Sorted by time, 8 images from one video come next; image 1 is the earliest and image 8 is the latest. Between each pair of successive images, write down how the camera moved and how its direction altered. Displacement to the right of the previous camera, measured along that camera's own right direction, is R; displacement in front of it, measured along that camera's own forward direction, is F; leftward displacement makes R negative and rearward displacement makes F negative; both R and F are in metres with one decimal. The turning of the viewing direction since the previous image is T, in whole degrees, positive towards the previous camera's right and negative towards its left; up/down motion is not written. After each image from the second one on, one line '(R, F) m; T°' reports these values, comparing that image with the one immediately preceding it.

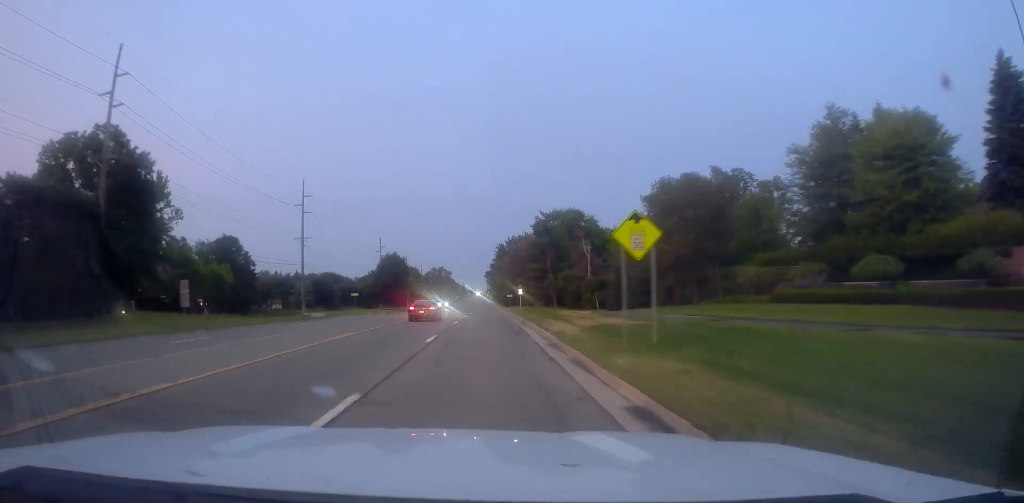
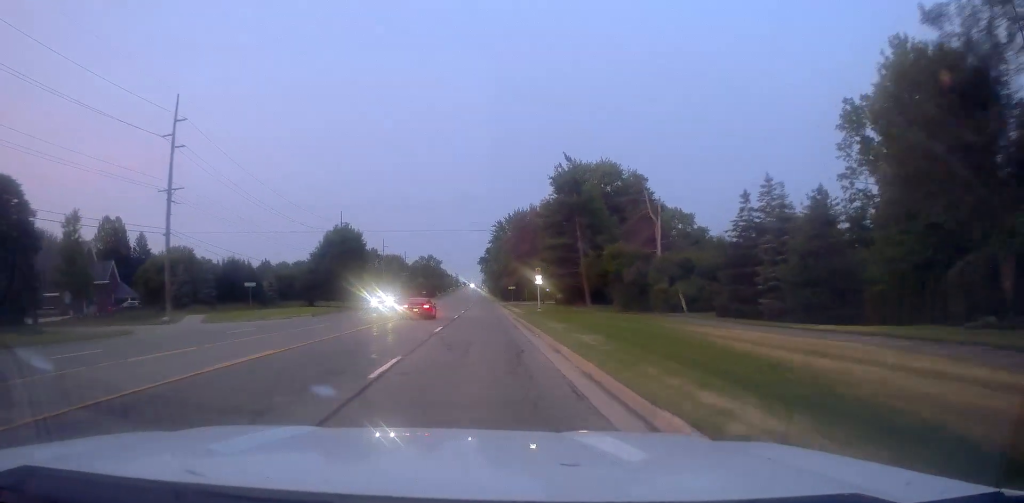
(+0.1, +40.3) m; 0°
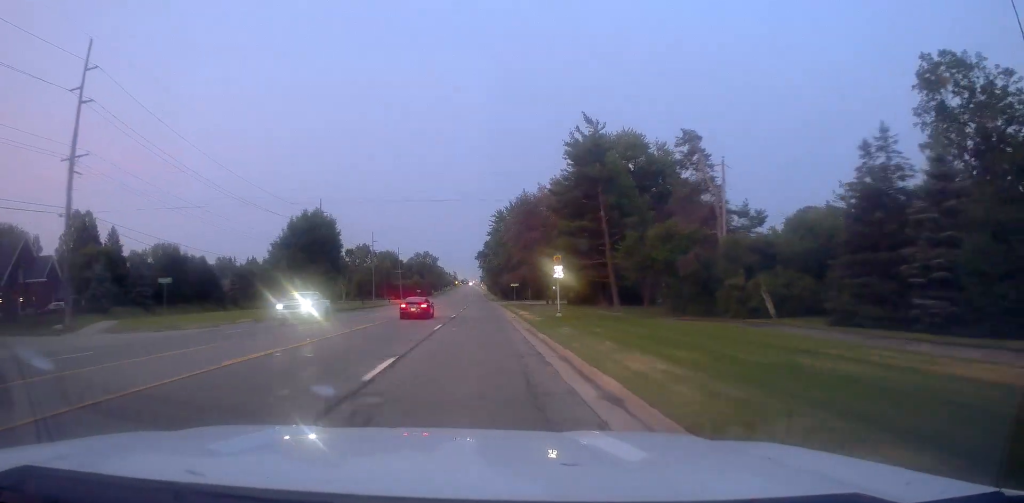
(-0.5, +15.0) m; 0°
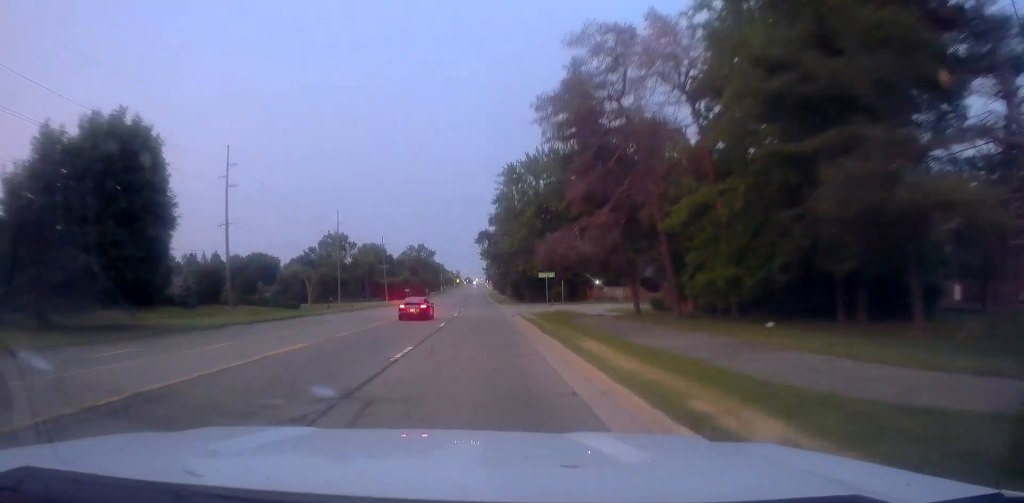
(+1.5, +42.4) m; +2°
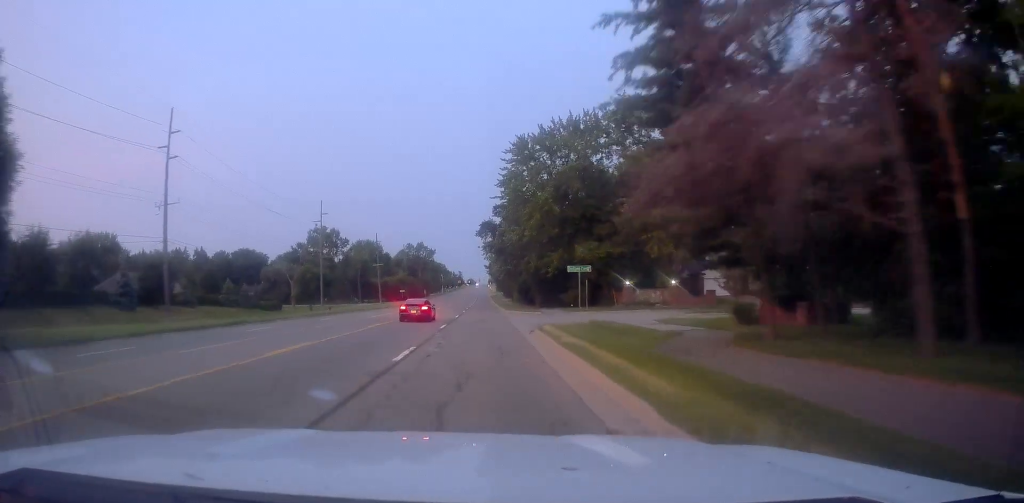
(0.0, +15.0) m; 0°
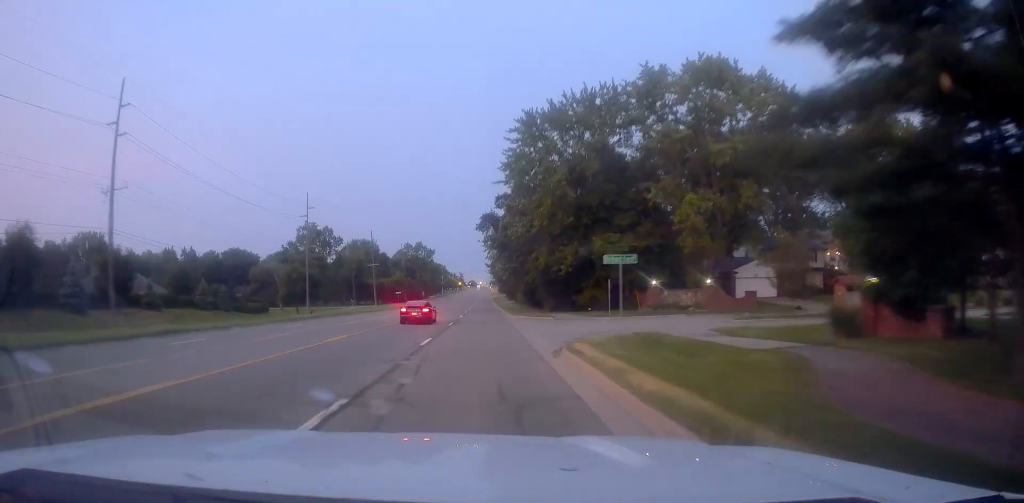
(0.0, +9.2) m; 0°
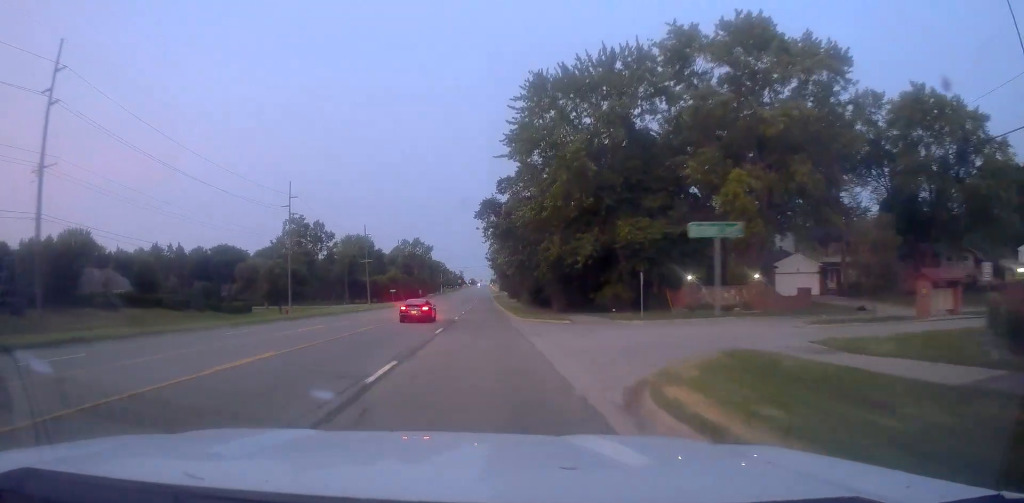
(0.0, +9.1) m; 0°
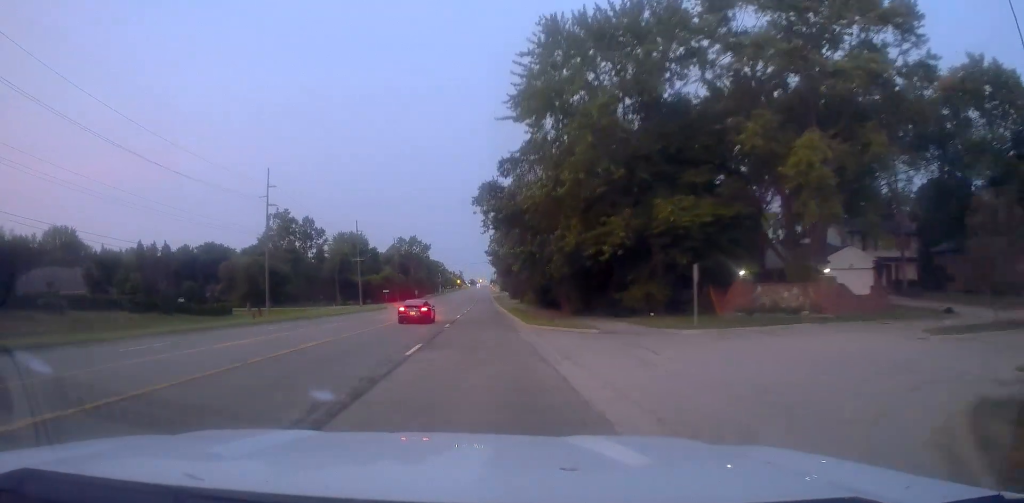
(+0.1, +9.2) m; 0°
